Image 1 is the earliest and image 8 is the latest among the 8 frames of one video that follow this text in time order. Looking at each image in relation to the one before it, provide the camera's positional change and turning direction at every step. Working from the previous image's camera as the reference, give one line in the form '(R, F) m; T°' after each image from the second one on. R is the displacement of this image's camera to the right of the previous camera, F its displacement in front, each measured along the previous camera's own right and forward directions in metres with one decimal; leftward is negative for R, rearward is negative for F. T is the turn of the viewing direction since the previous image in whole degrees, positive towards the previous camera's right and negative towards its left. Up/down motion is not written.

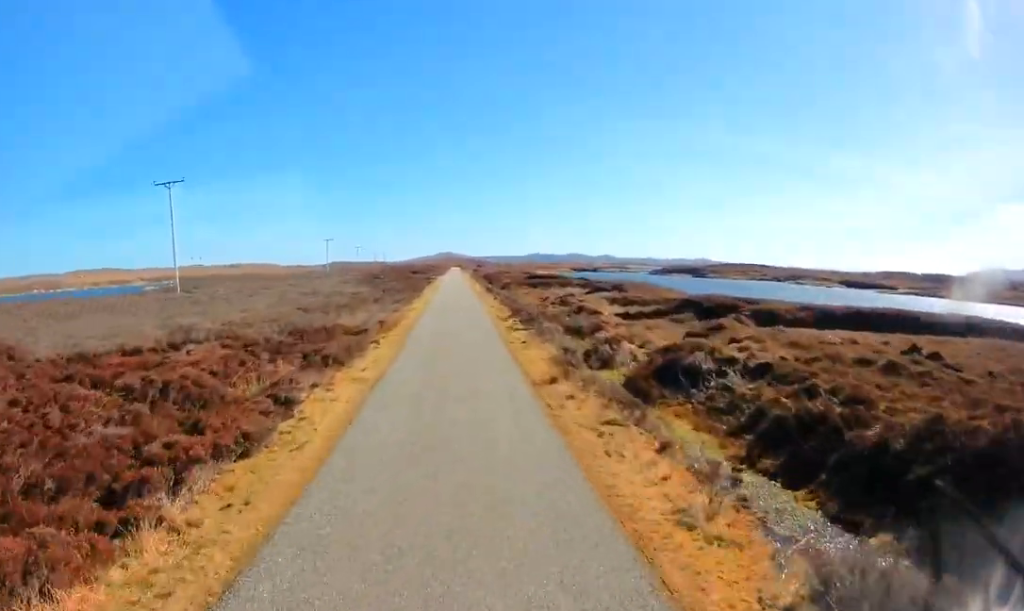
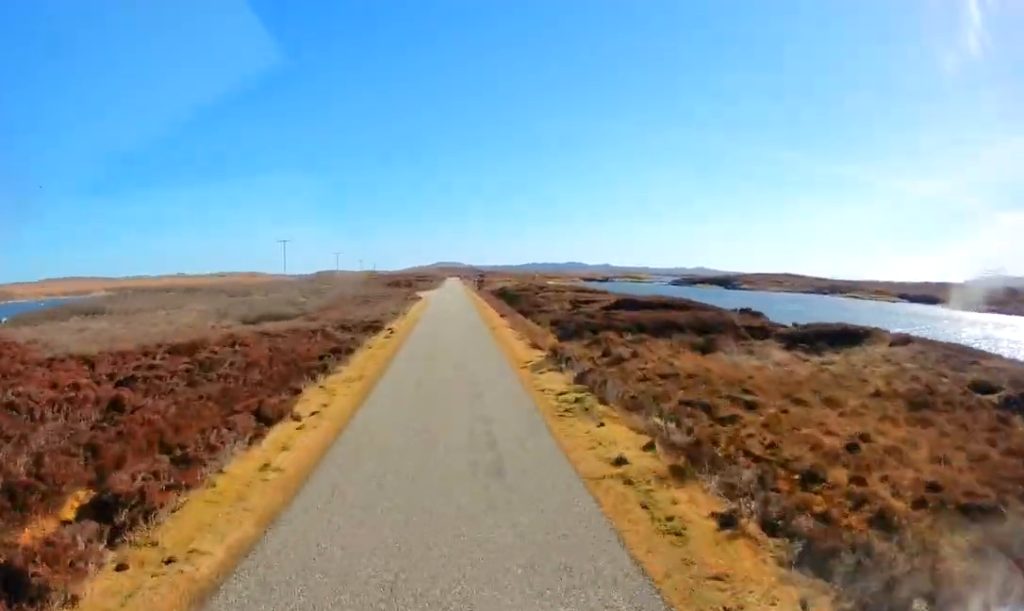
(+0.5, +30.8) m; 0°
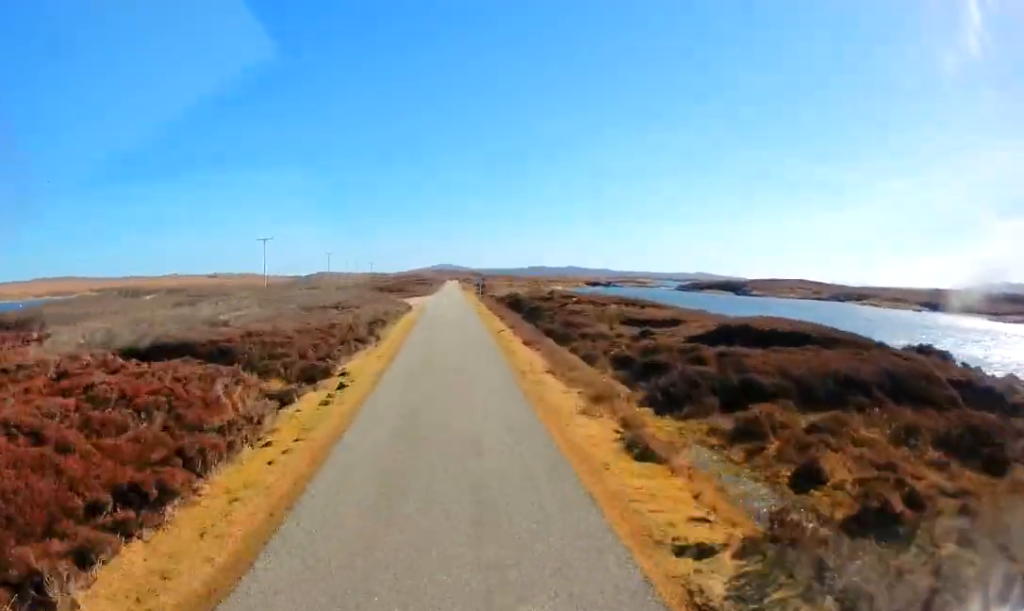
(-0.1, +9.8) m; 0°
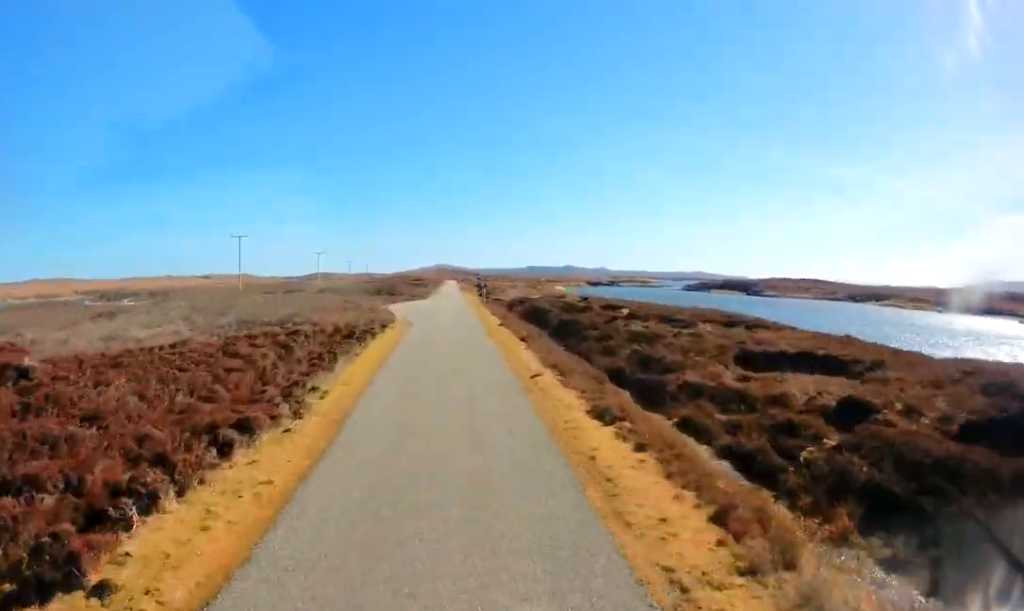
(-0.1, +9.9) m; +1°
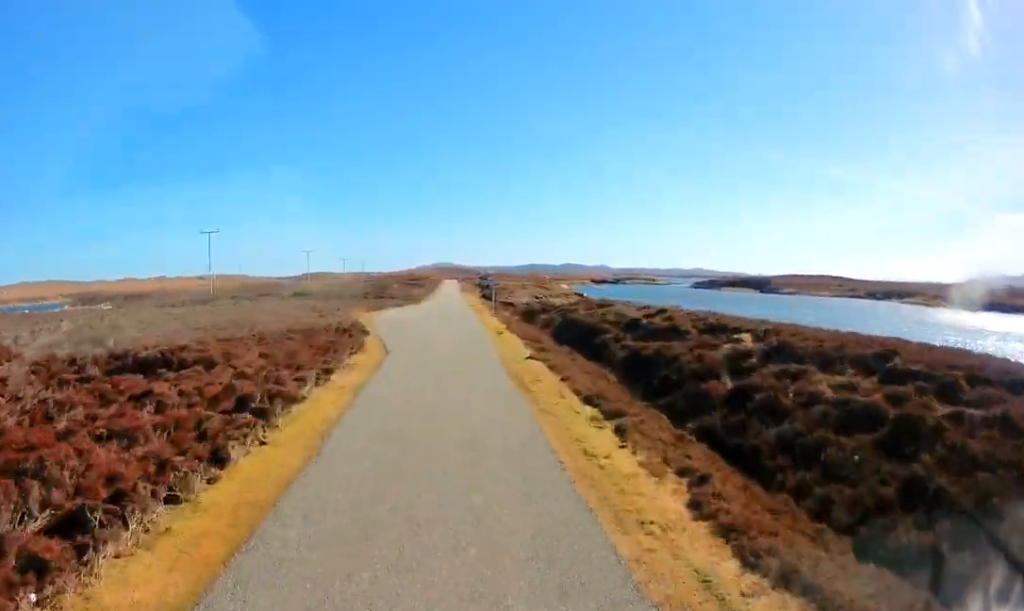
(+0.3, +10.1) m; +1°
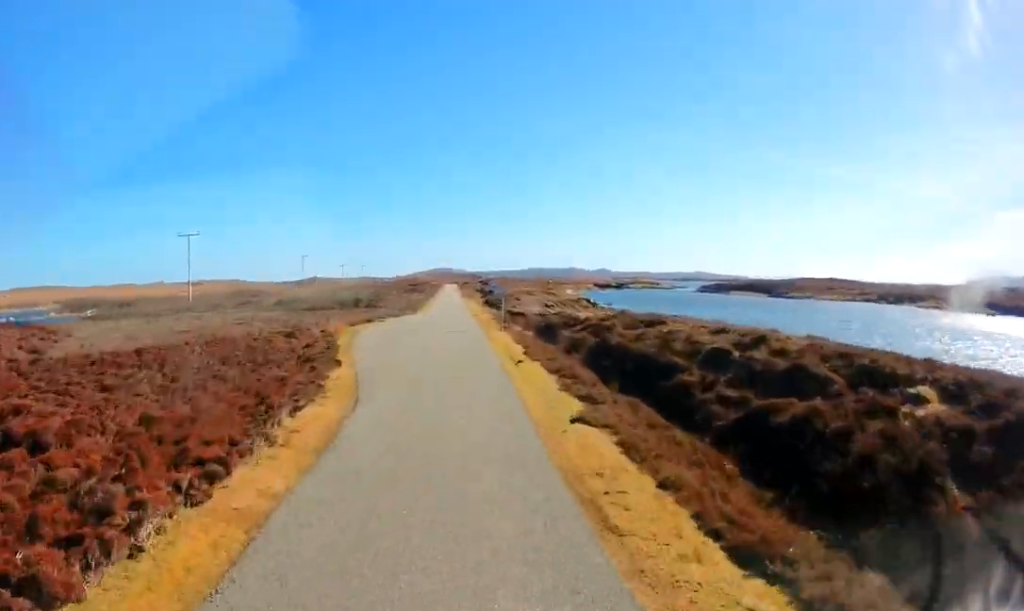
(0.0, +6.0) m; 0°
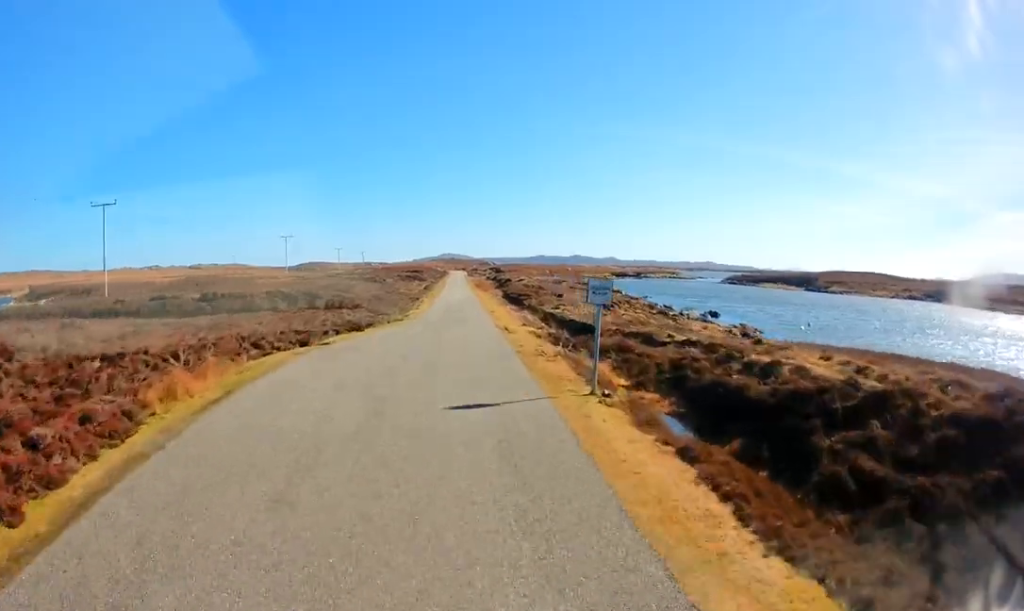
(-0.3, +17.9) m; -3°
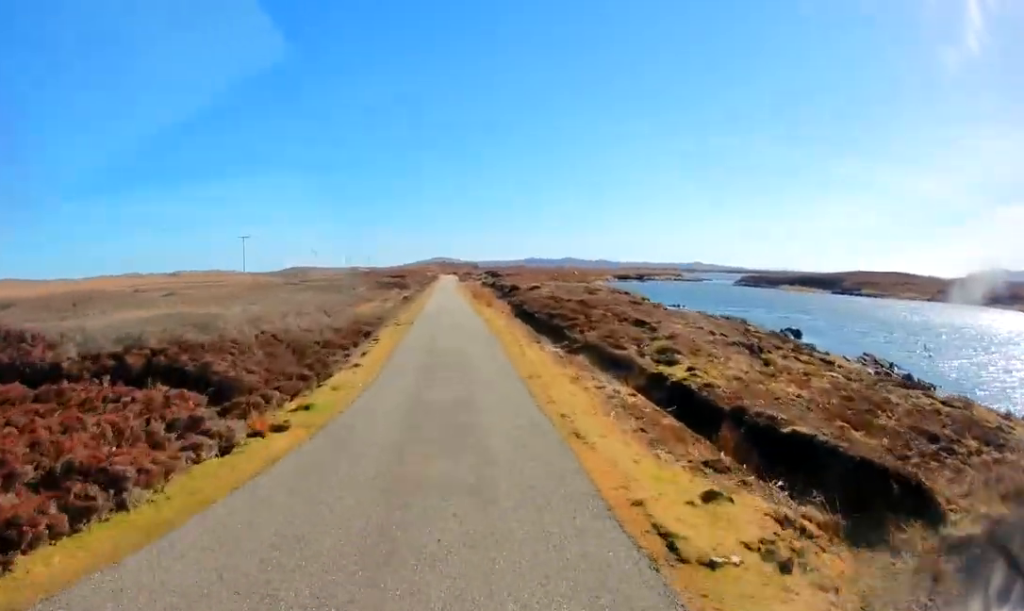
(-0.4, +18.5) m; 0°
